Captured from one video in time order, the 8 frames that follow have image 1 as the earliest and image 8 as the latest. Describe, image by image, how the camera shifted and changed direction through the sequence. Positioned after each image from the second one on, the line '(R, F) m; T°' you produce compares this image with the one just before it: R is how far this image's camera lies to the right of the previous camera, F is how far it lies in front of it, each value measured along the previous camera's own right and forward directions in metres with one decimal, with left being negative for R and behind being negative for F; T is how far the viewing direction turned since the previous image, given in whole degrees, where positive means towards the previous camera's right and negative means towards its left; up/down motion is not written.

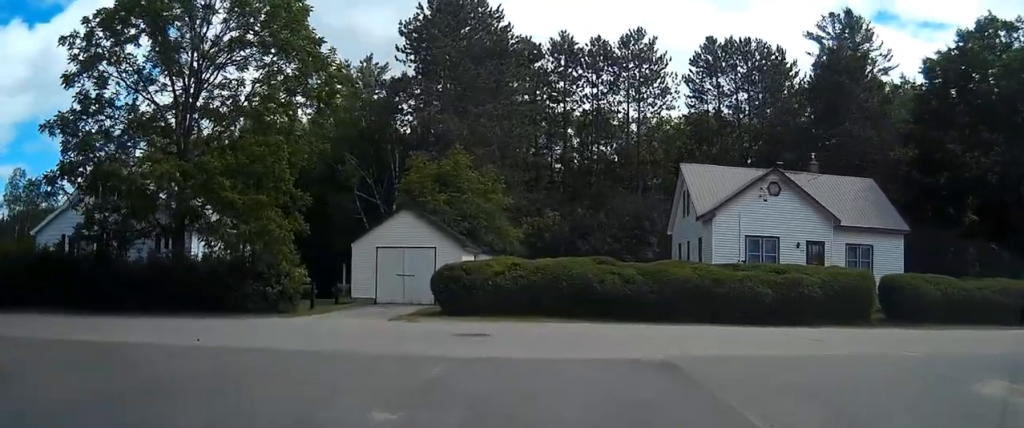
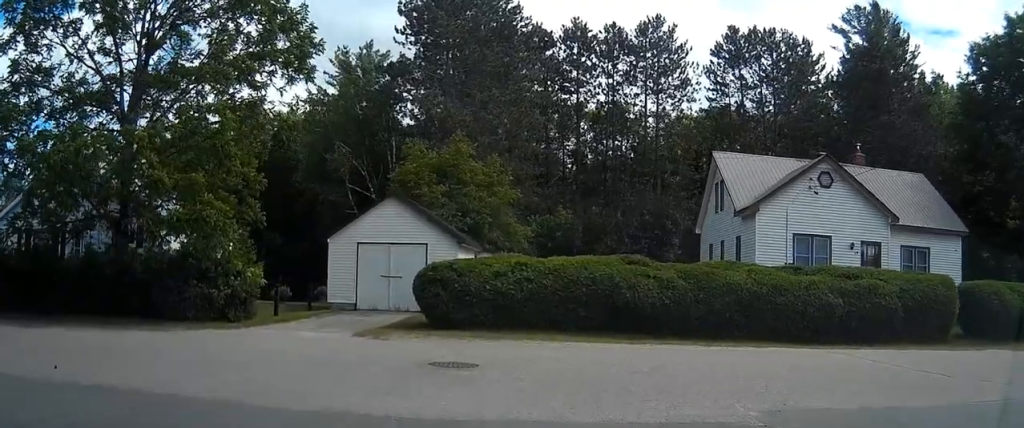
(-0.1, +7.6) m; -1°
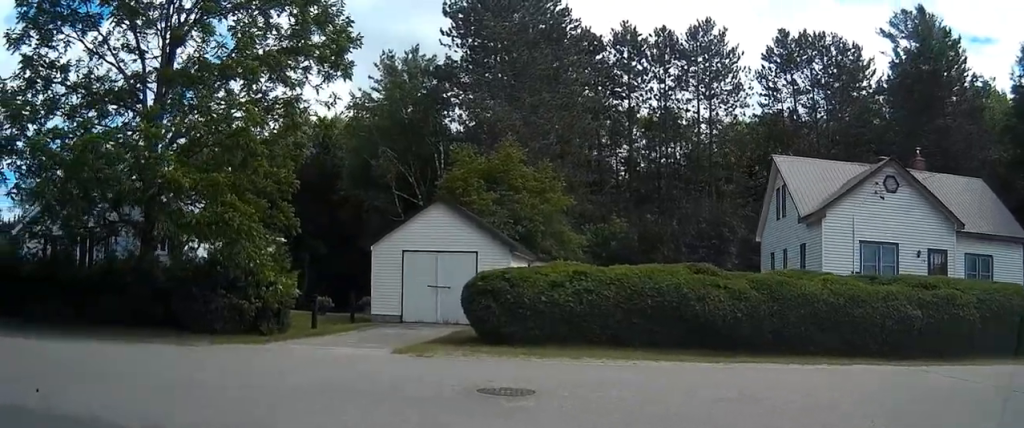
(0.0, +3.1) m; 0°
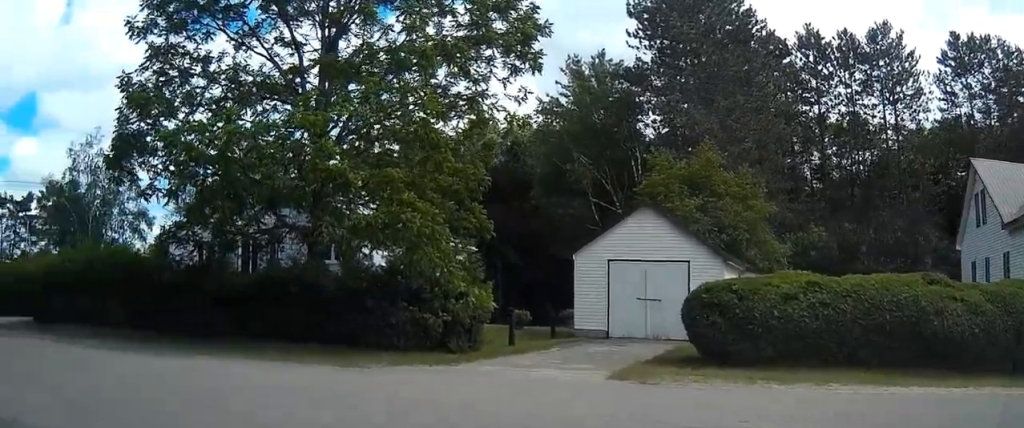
(0.0, +2.8) m; -17°
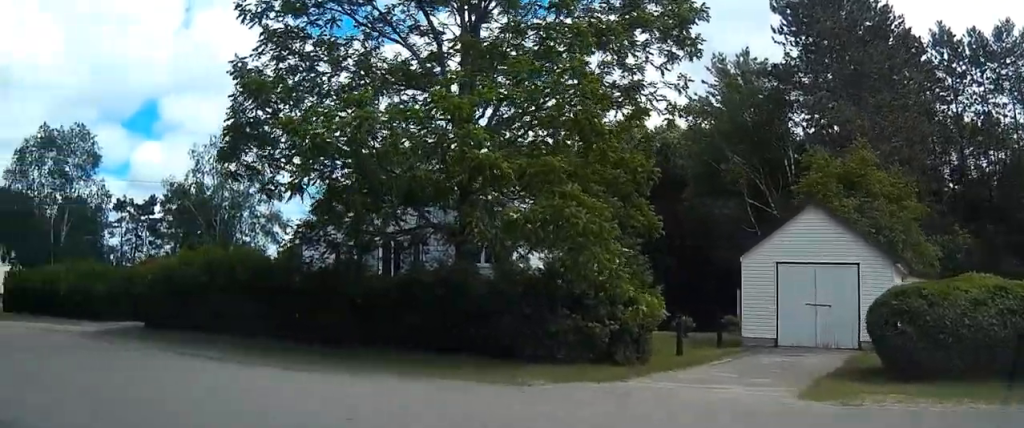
(-0.1, +1.6) m; -9°
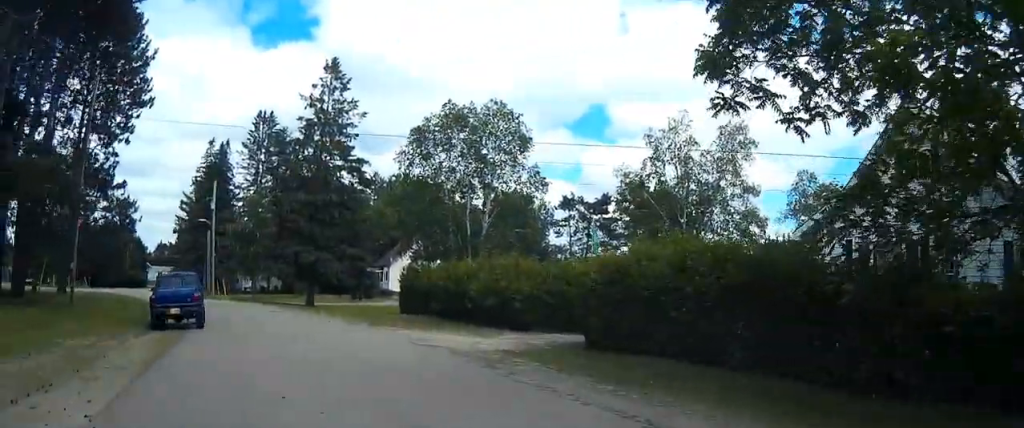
(-1.4, +6.0) m; -22°
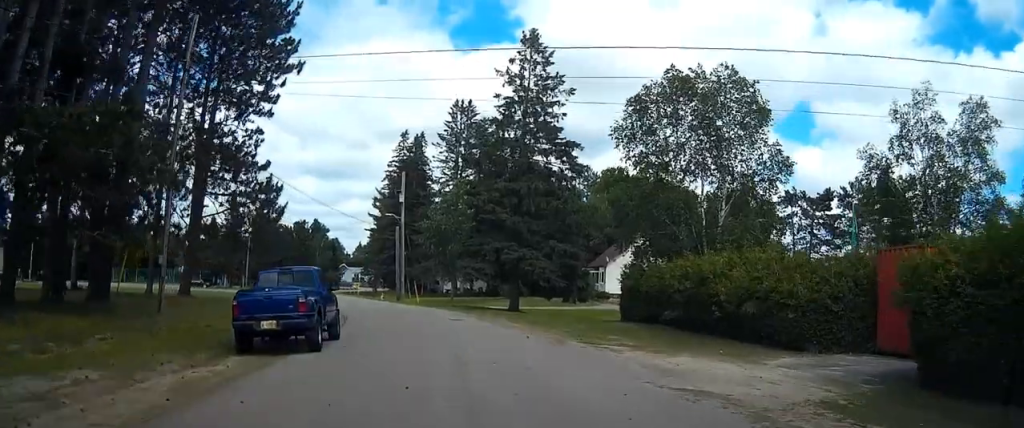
(-1.2, +6.0) m; -25°
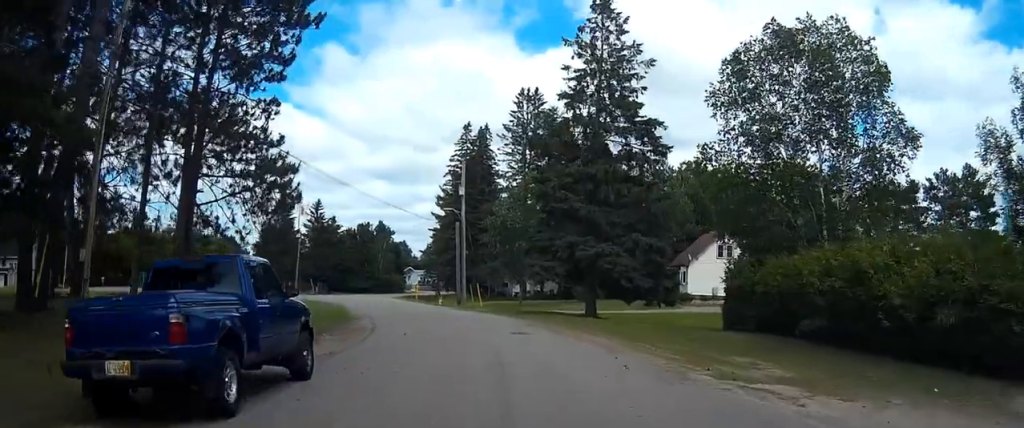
(-1.0, +6.0) m; -12°
